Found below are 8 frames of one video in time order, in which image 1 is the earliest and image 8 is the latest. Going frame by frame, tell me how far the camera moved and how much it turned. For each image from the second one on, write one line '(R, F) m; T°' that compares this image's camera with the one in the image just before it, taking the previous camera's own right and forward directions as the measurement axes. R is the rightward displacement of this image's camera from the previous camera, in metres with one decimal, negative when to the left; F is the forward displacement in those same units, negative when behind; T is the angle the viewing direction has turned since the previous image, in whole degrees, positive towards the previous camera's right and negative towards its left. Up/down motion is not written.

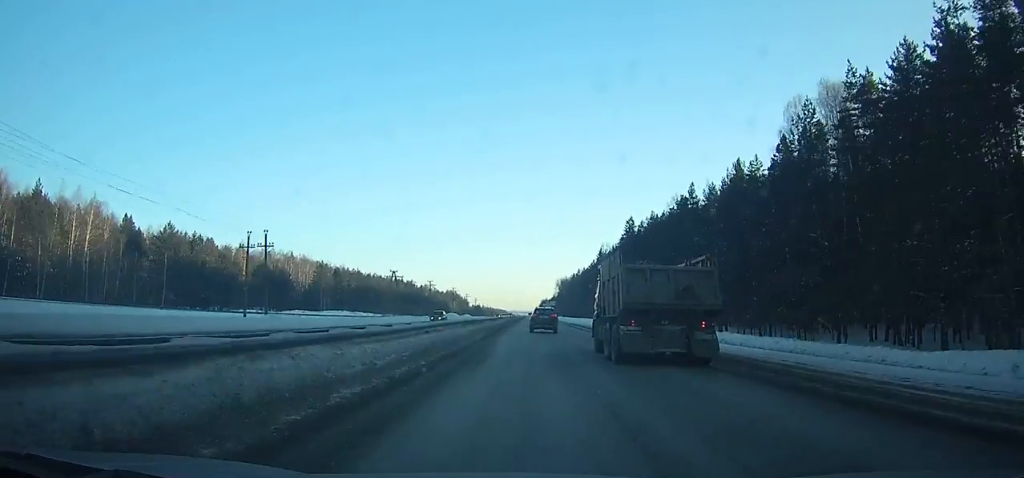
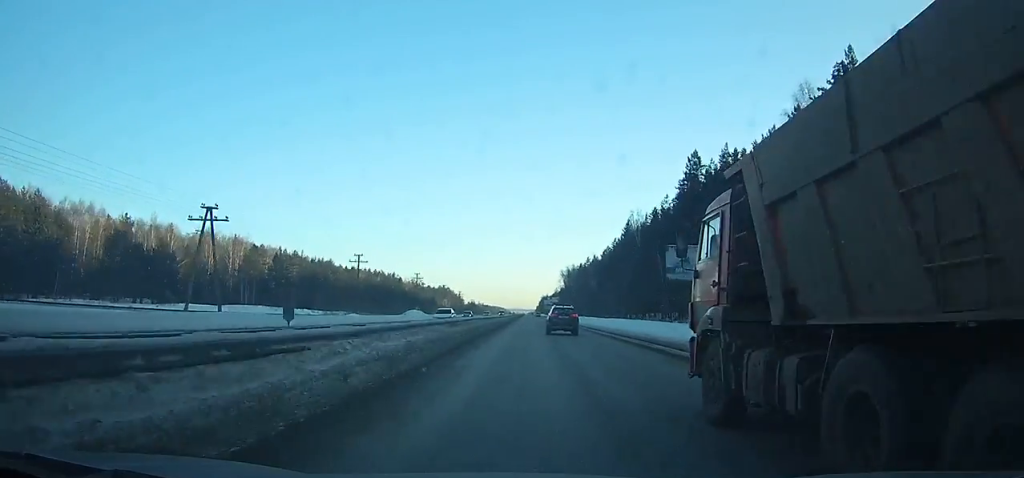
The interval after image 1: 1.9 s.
(+0.1, +53.6) m; 0°
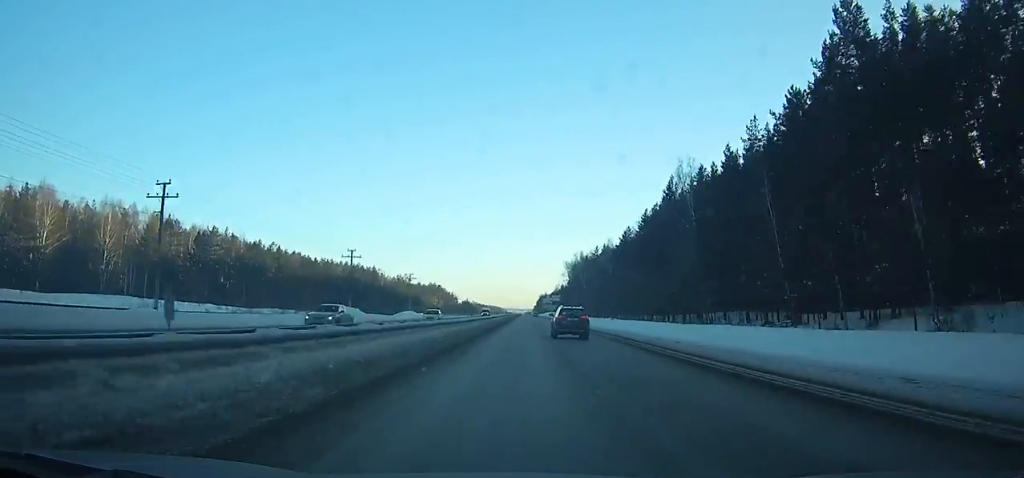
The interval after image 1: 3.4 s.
(0.0, +42.0) m; 0°
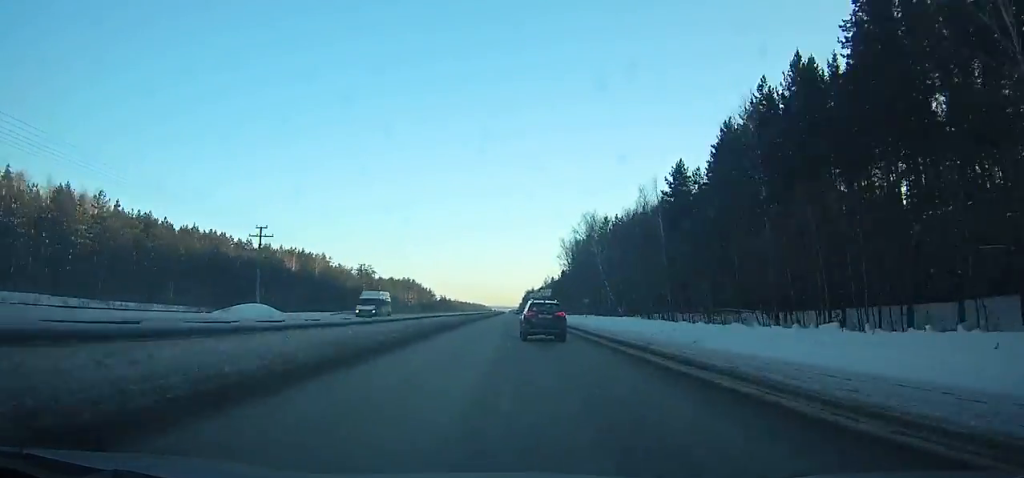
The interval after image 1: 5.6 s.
(+0.5, +59.6) m; 0°
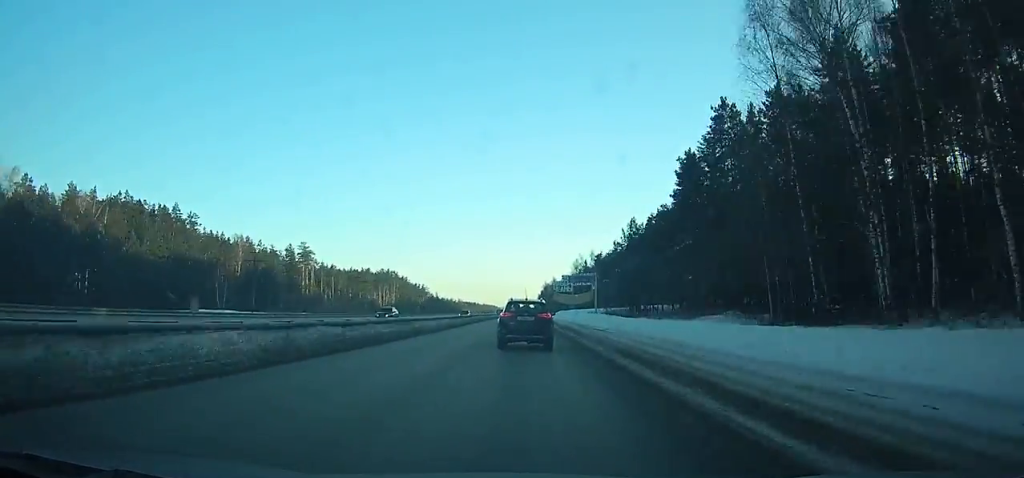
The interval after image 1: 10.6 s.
(-0.7, +128.4) m; -1°
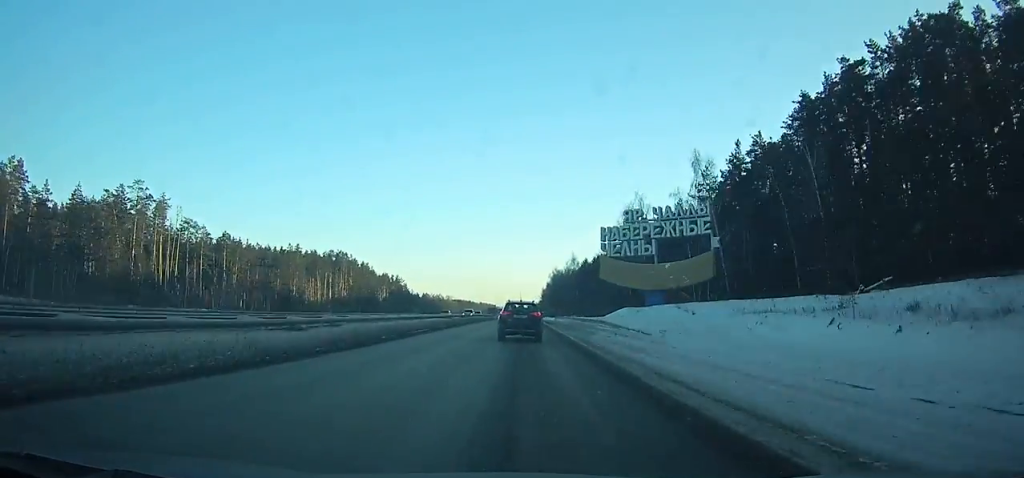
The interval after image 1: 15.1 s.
(-0.3, +110.4) m; 0°
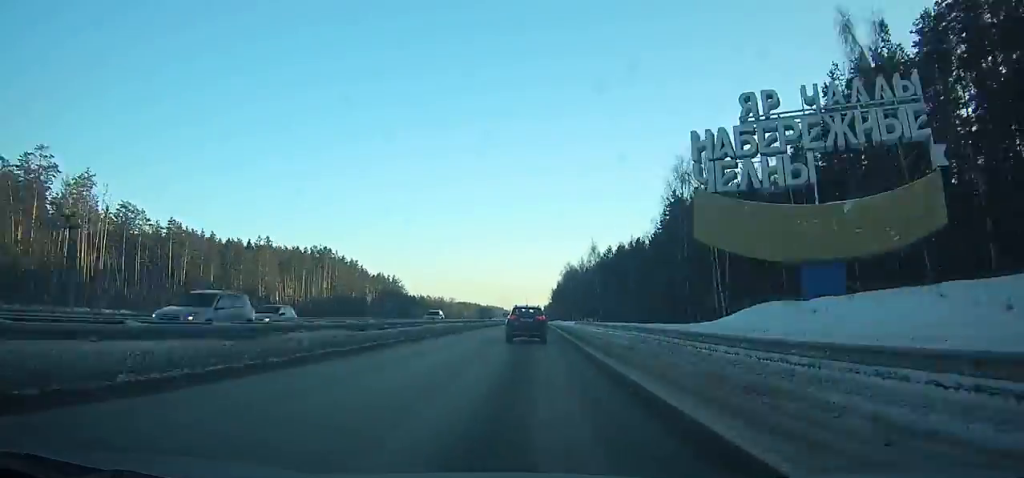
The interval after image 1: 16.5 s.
(0.0, +34.5) m; 0°
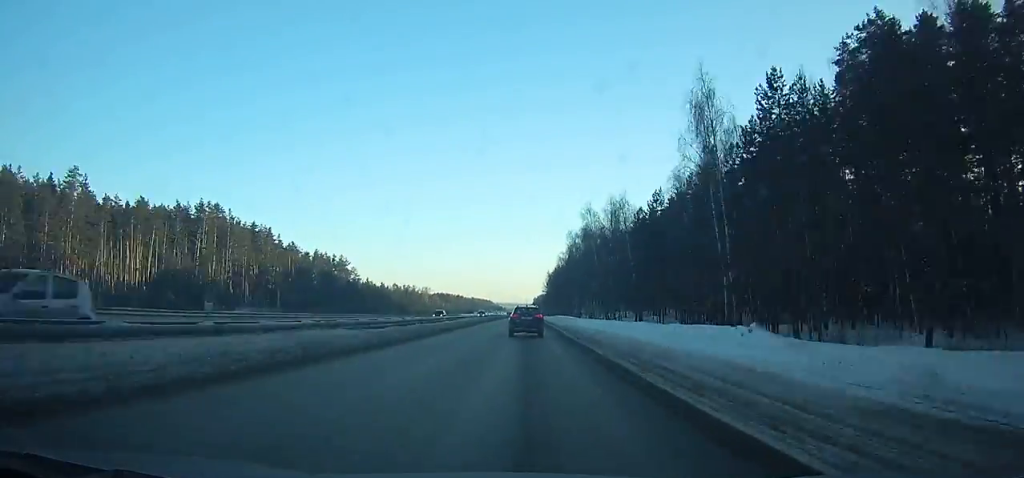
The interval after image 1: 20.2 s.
(+0.3, +92.6) m; 0°
